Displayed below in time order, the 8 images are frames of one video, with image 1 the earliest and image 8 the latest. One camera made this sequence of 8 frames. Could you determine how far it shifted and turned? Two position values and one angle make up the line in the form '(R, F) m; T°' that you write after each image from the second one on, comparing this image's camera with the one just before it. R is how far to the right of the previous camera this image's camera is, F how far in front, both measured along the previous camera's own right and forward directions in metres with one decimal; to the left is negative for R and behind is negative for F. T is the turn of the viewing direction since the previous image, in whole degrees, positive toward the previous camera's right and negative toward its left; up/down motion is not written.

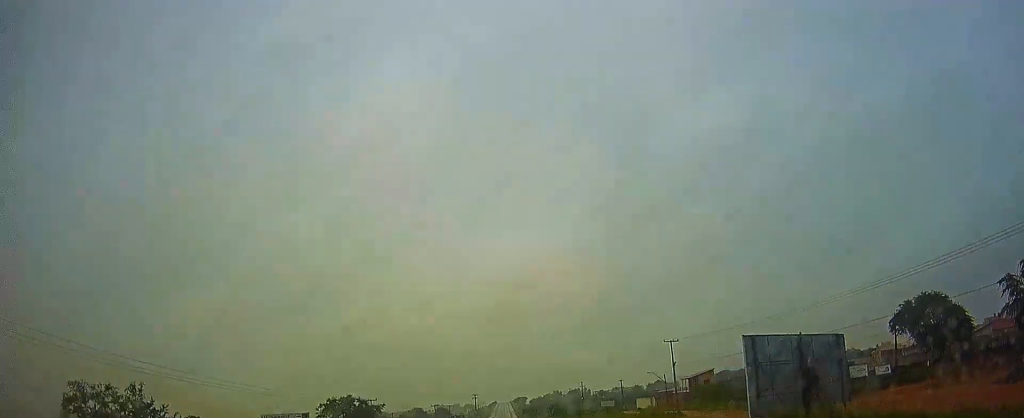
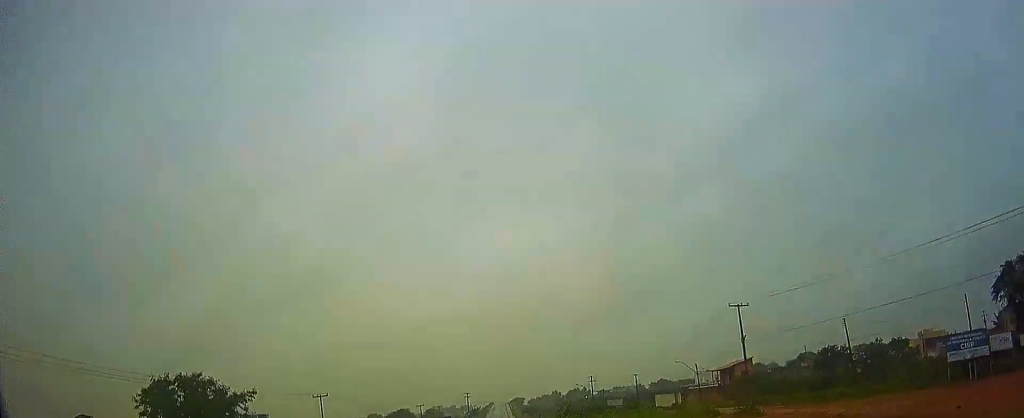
(+0.1, +23.3) m; +1°
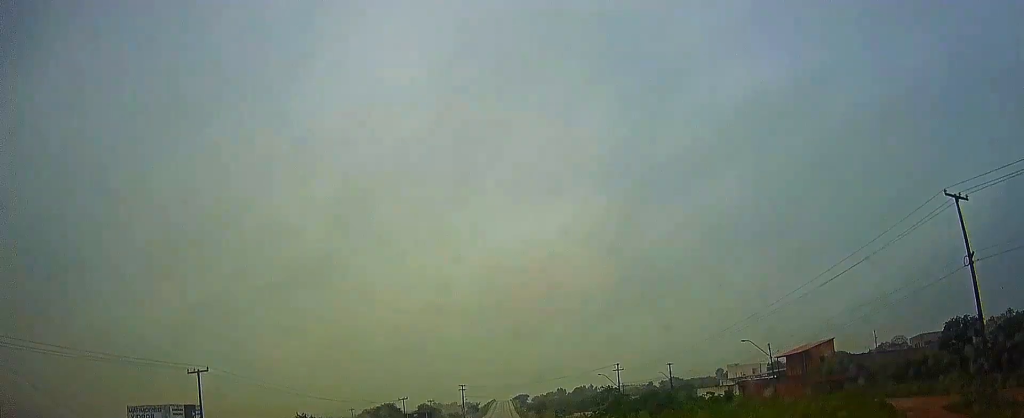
(+0.5, +28.6) m; +1°
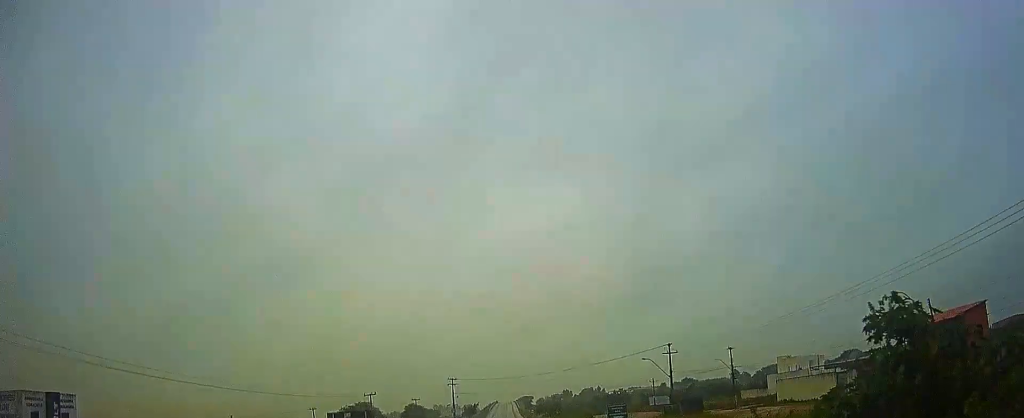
(-0.1, +31.9) m; -1°
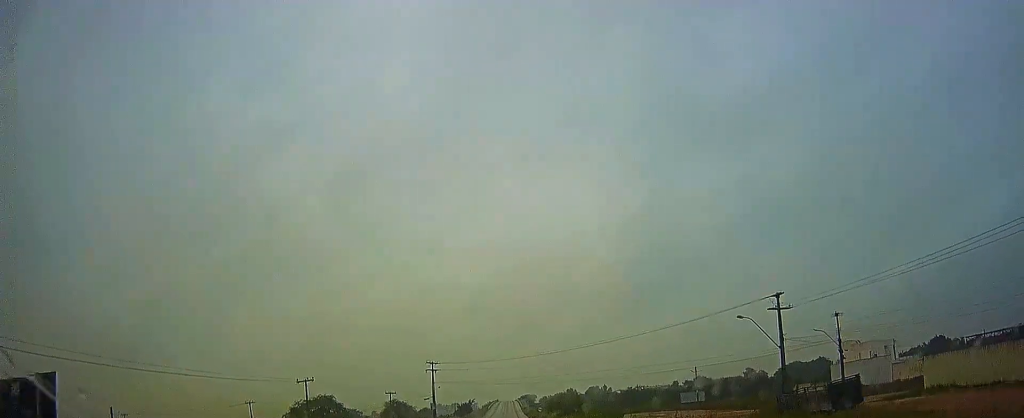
(-0.5, +30.4) m; -1°
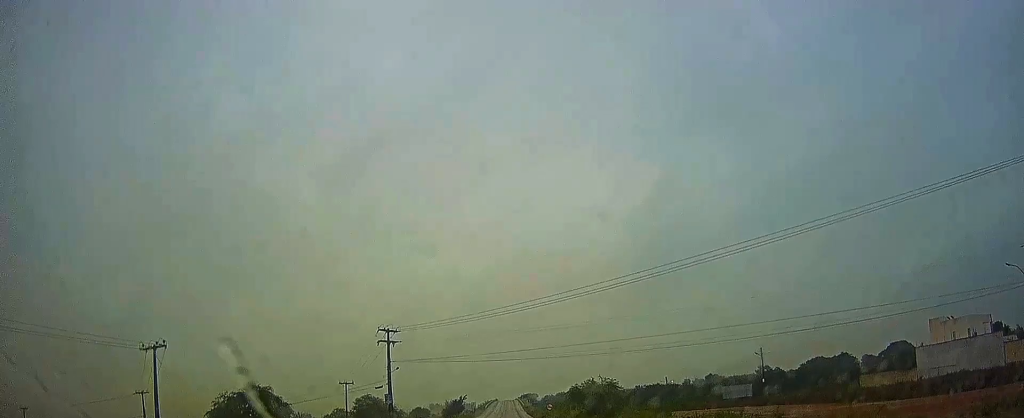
(0.0, +29.0) m; 0°
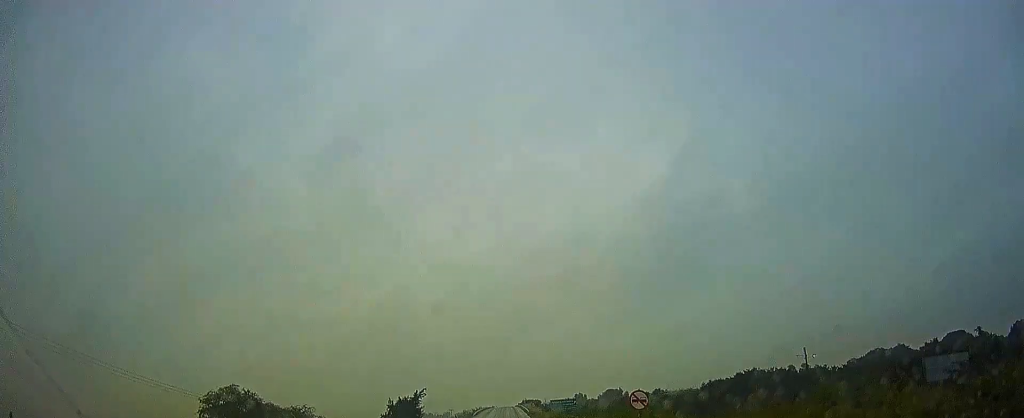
(+1.0, +62.5) m; +1°
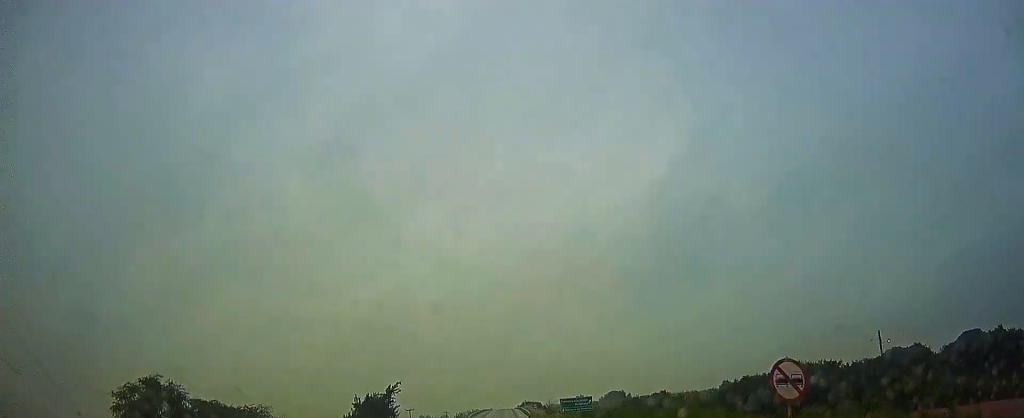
(+0.4, +15.0) m; 0°
